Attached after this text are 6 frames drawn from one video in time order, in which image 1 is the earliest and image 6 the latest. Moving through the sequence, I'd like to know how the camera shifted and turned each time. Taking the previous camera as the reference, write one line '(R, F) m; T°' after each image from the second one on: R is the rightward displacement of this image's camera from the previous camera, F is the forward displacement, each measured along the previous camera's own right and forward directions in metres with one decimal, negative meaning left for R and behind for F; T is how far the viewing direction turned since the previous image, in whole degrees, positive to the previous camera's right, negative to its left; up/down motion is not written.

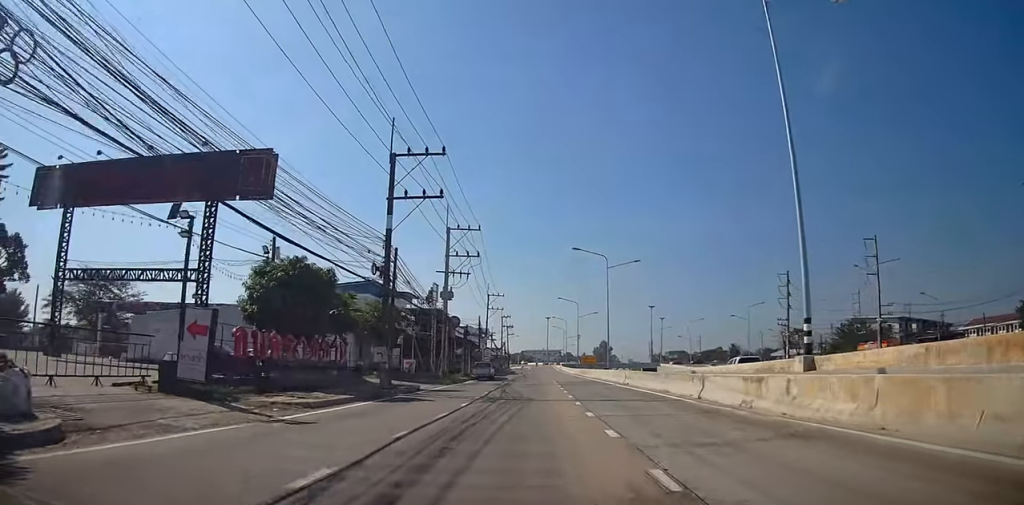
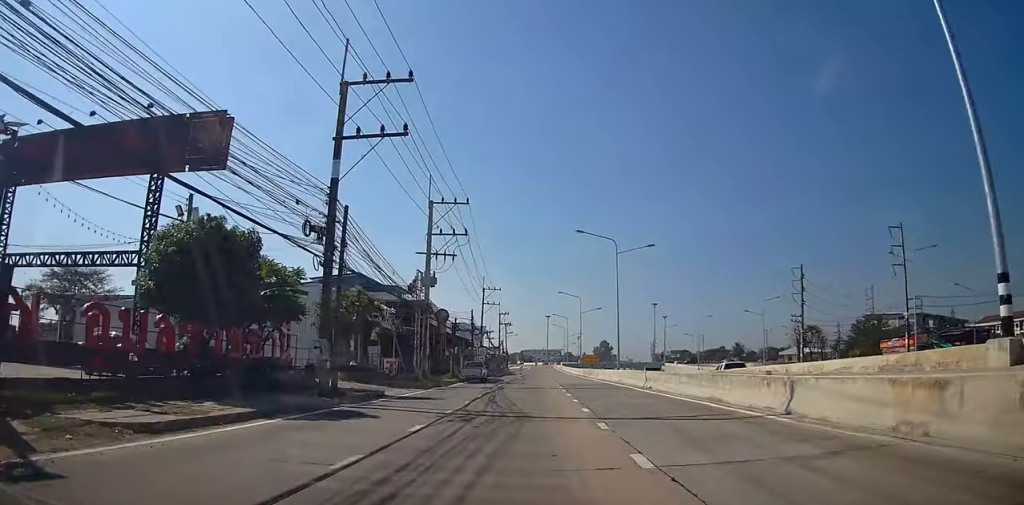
(+0.4, +6.5) m; 0°
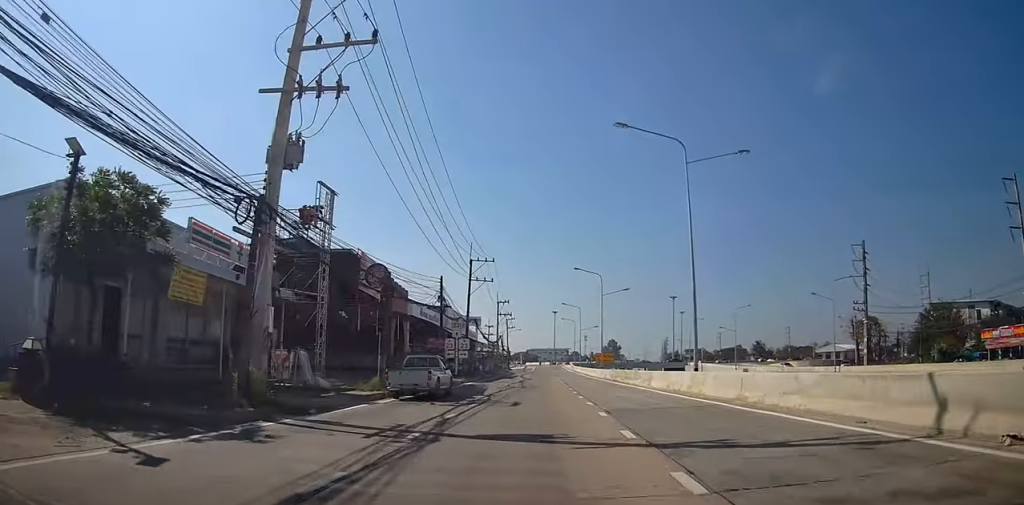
(-0.4, +20.5) m; 0°
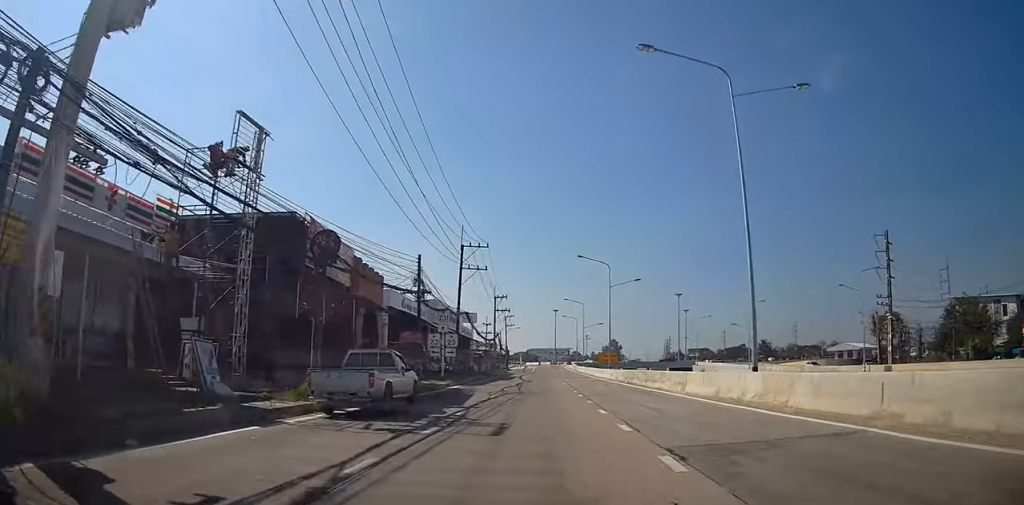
(+0.5, +6.7) m; 0°
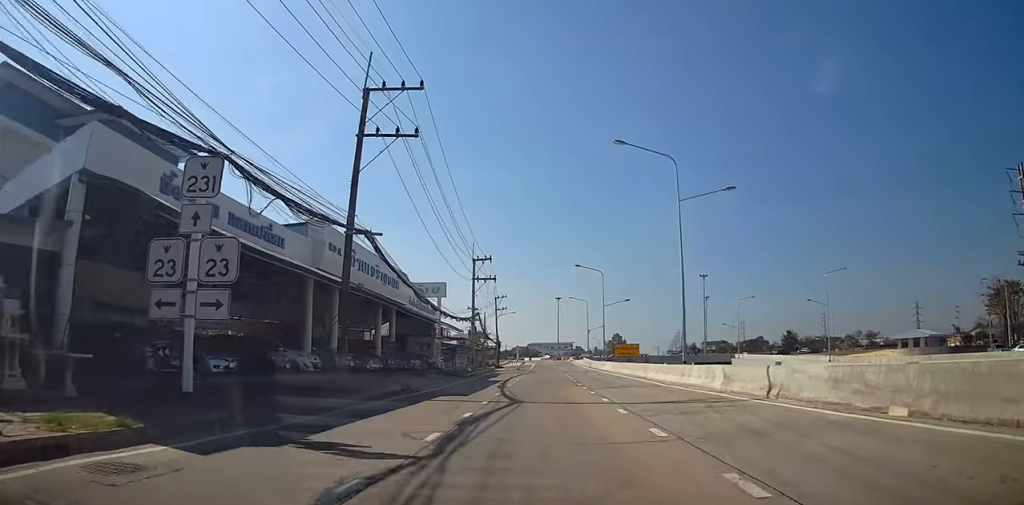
(-1.9, +29.2) m; -1°
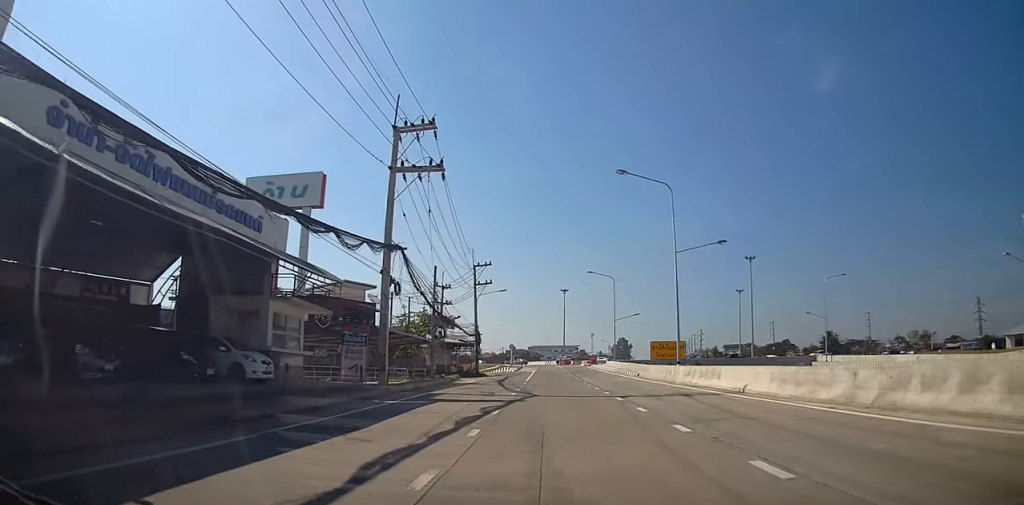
(-0.6, +36.0) m; -1°
